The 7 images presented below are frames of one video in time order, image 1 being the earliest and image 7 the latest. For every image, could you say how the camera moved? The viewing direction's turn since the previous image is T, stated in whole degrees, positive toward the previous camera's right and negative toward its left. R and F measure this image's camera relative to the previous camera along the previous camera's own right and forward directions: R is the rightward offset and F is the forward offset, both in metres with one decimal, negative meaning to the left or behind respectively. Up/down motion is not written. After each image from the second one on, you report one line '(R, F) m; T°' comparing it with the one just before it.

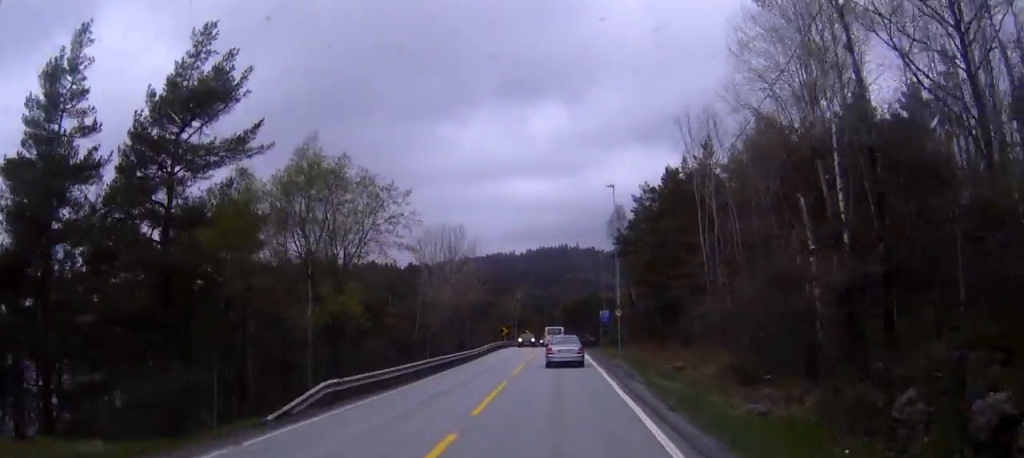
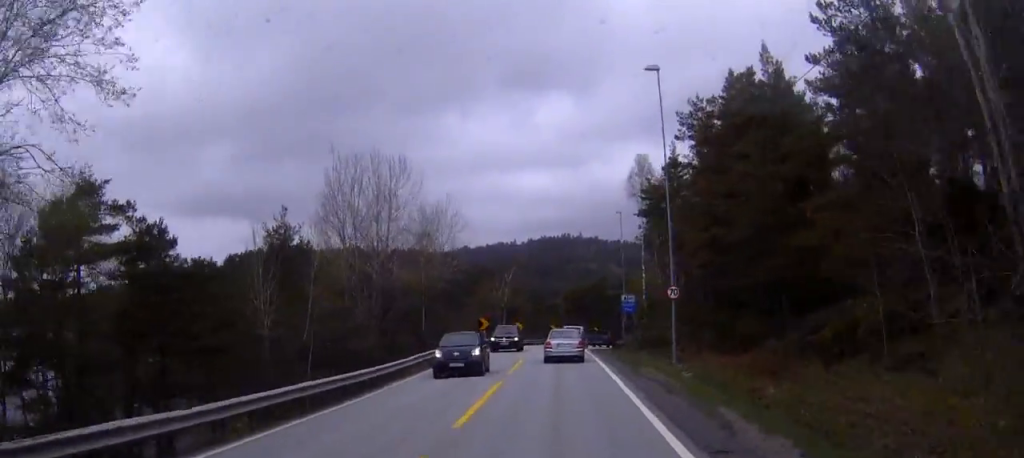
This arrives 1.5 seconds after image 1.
(+0.3, +26.7) m; +2°
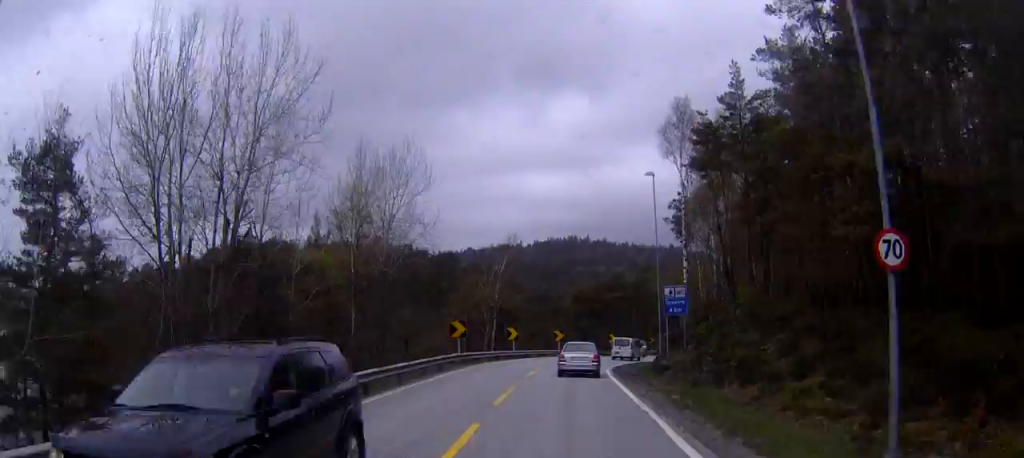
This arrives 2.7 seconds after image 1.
(+0.2, +19.9) m; +1°
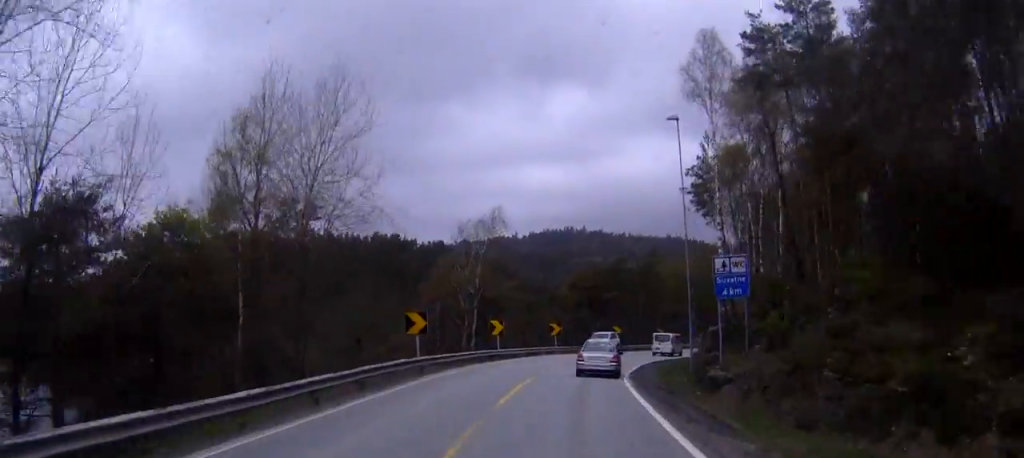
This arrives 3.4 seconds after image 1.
(0.0, +12.3) m; +1°
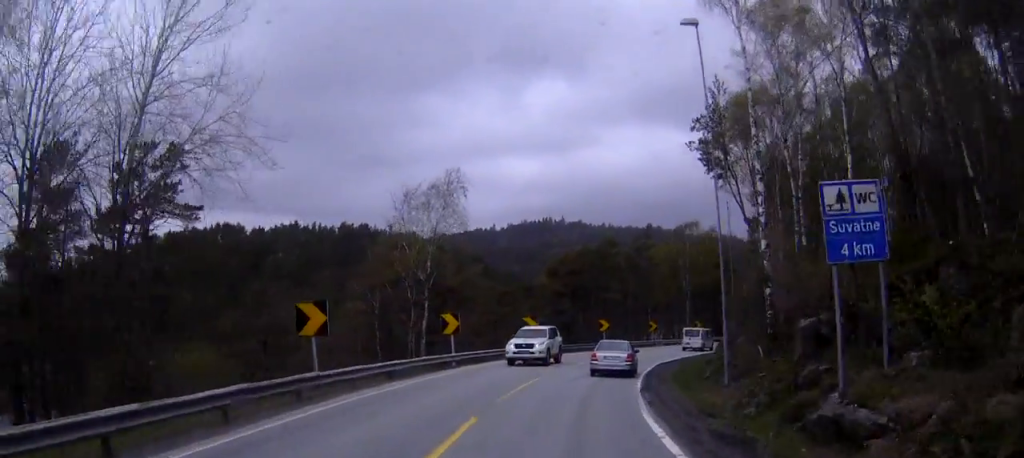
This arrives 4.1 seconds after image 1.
(+0.1, +11.6) m; +2°
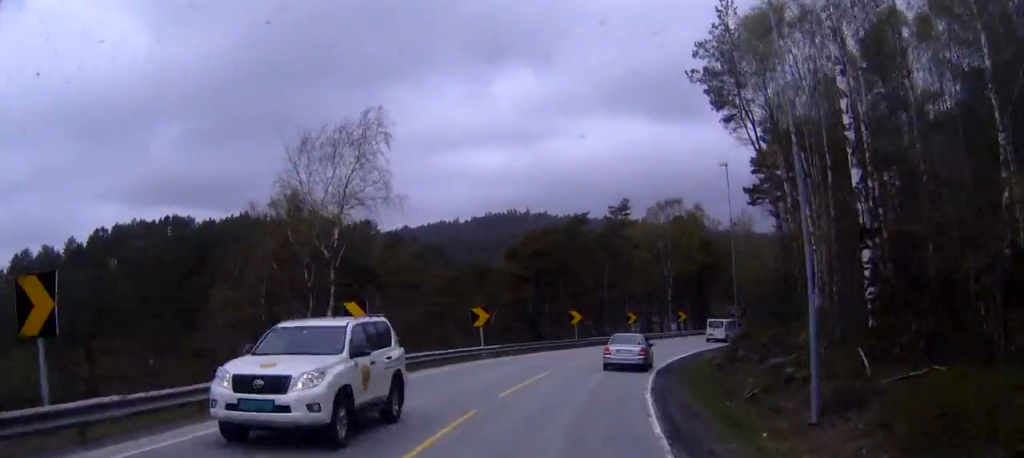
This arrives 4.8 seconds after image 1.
(+0.2, +11.6) m; +3°
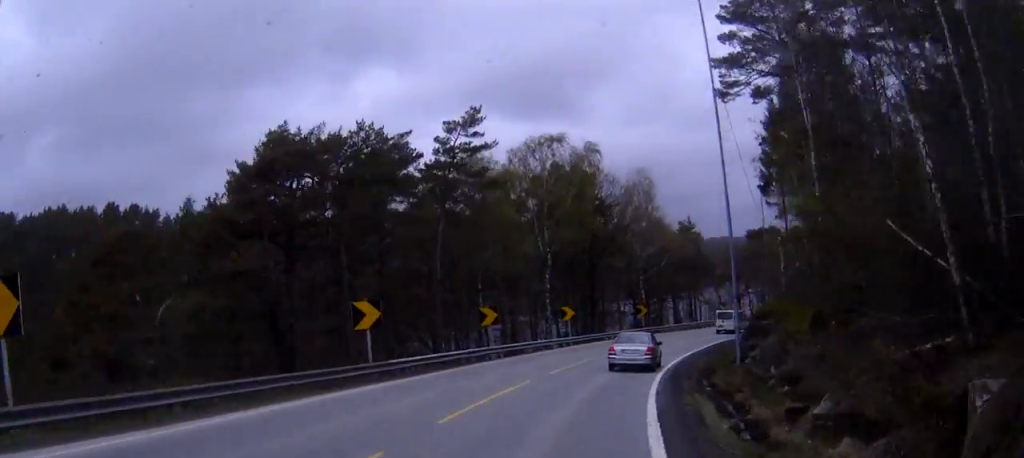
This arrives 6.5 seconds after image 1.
(+2.3, +28.1) m; +11°
